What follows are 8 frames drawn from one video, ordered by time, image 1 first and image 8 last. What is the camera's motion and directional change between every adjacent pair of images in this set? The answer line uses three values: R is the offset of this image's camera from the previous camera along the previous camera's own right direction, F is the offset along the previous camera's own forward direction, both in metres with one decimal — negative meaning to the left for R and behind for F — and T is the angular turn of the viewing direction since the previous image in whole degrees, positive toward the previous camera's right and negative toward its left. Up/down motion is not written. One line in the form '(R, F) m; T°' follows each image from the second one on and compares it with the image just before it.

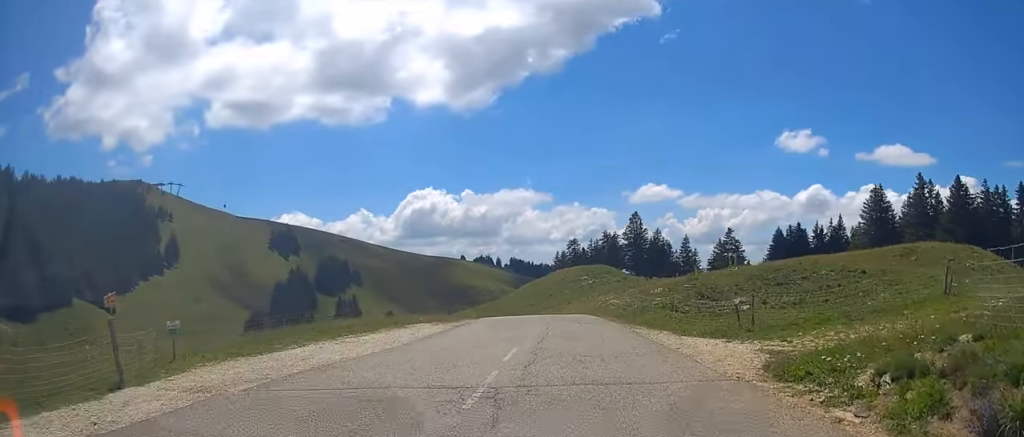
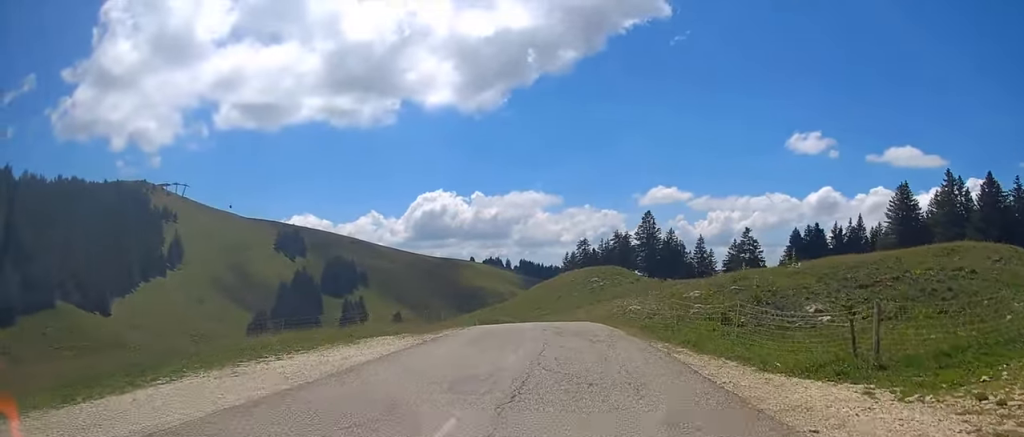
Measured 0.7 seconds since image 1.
(-0.2, +7.7) m; -2°
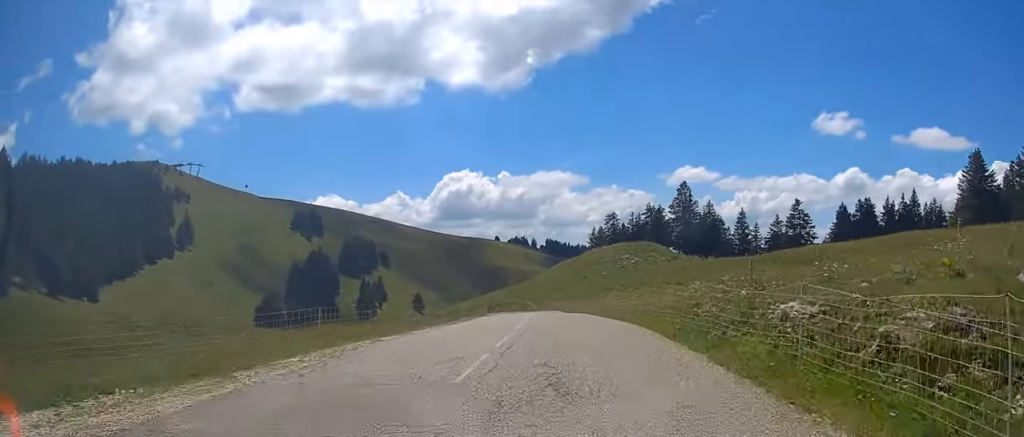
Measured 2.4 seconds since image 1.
(-0.5, +18.2) m; 0°
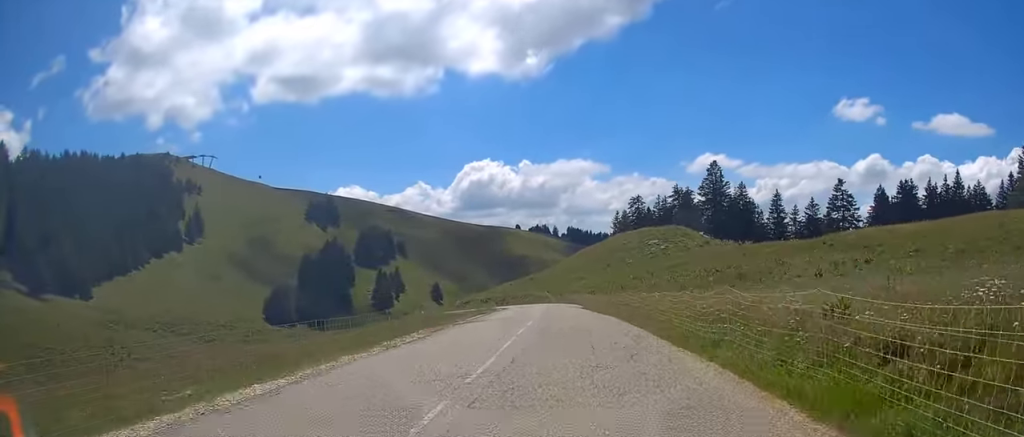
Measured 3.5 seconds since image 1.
(+0.3, +12.6) m; -2°
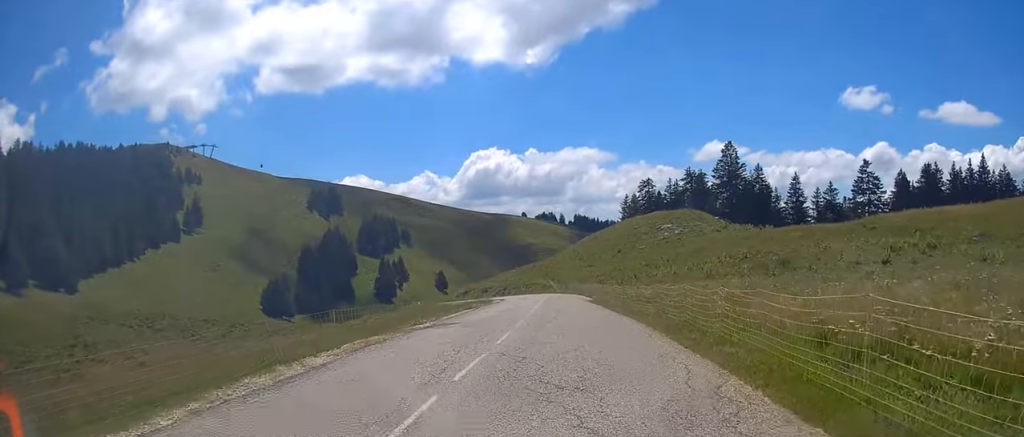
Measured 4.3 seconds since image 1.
(-0.6, +9.0) m; -3°
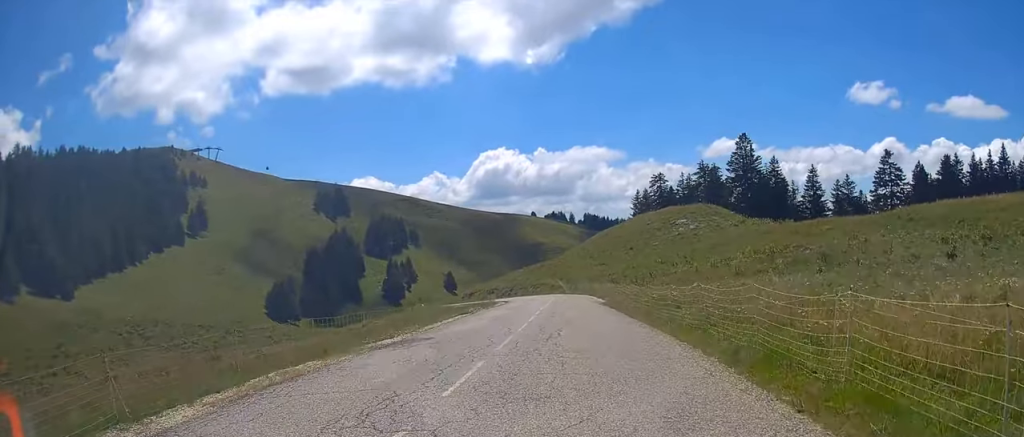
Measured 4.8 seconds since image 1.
(0.0, +5.6) m; 0°
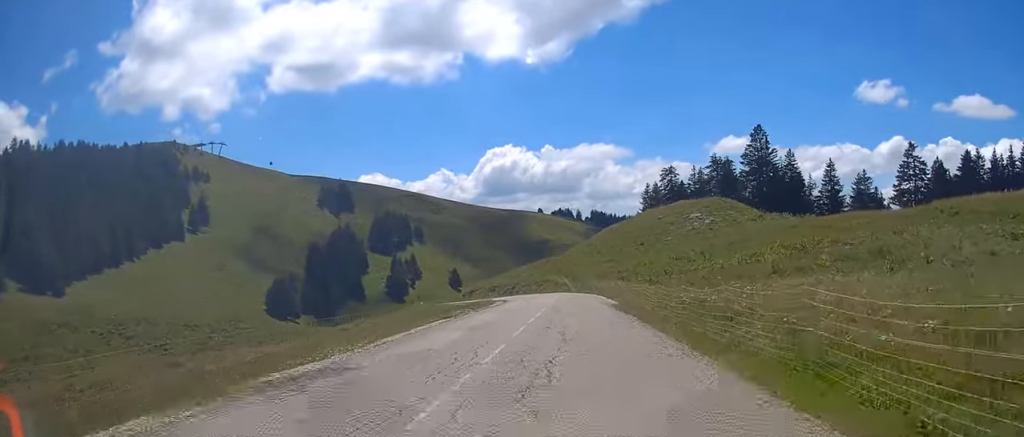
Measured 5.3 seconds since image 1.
(0.0, +6.4) m; 0°
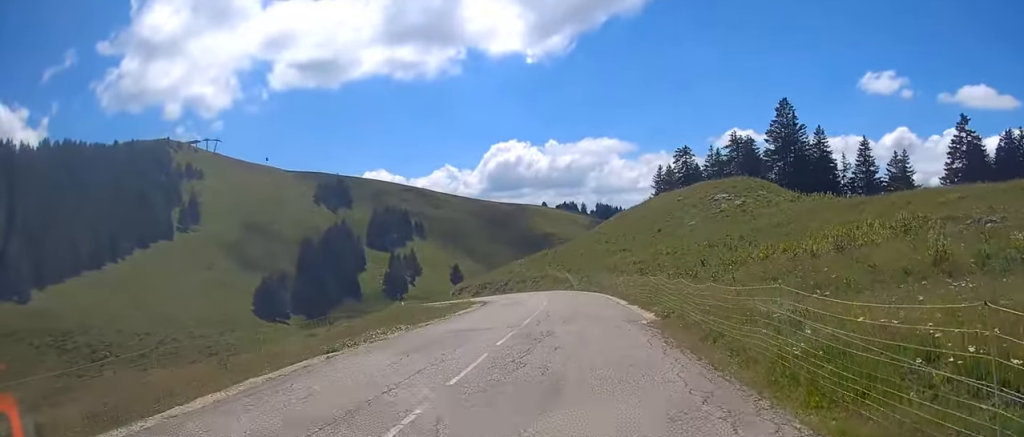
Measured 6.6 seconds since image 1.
(+0.1, +15.6) m; 0°
